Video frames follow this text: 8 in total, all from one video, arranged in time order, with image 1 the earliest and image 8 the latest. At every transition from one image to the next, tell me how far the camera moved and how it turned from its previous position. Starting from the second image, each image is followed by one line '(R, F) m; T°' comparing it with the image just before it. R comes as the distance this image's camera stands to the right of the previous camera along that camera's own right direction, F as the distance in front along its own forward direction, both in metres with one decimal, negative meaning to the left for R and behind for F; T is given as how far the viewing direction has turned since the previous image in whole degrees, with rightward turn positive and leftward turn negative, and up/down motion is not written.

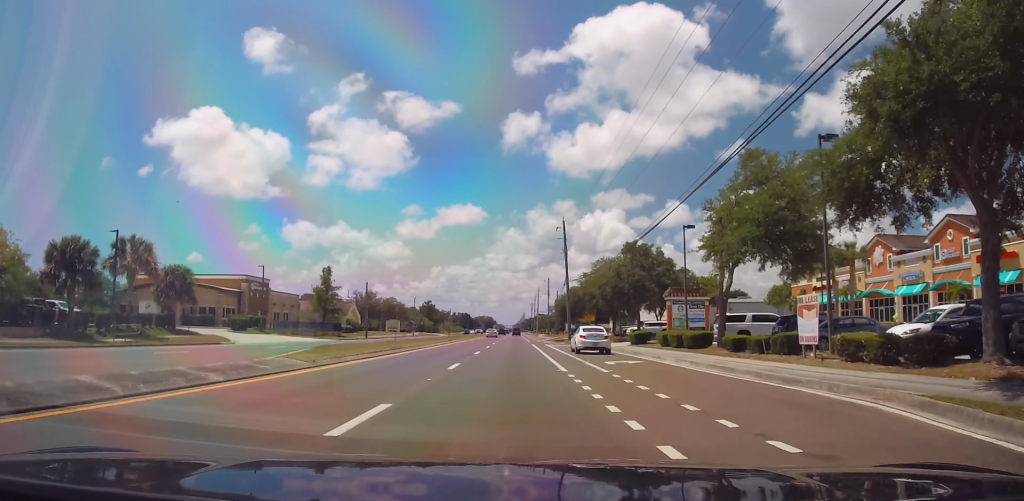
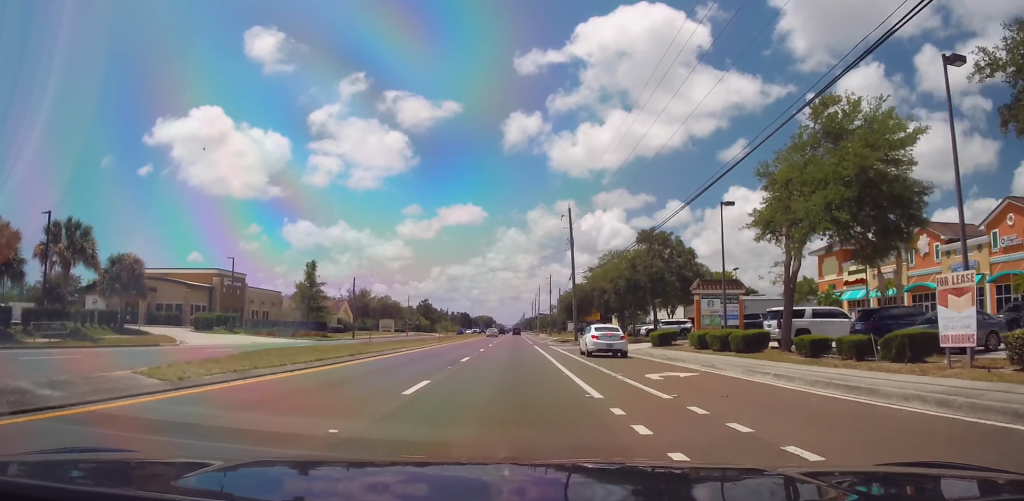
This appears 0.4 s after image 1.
(0.0, +7.6) m; 0°
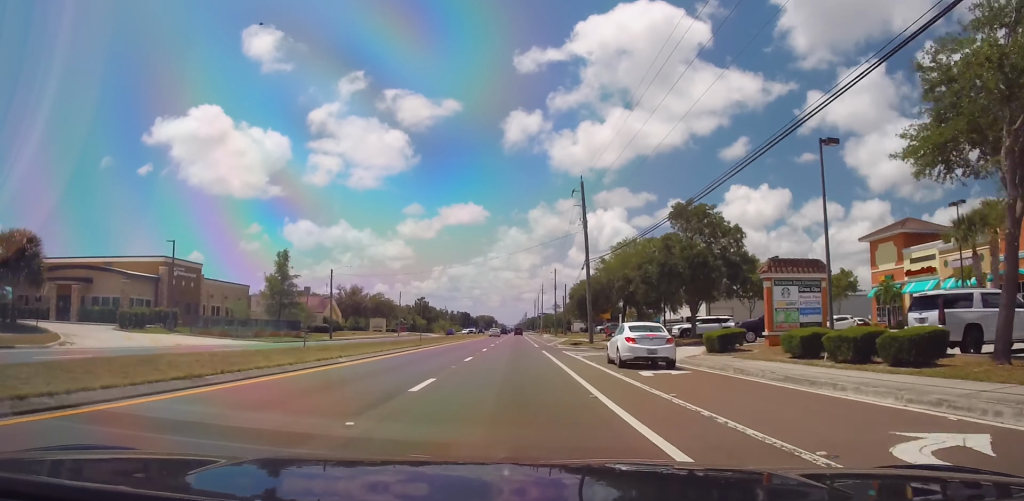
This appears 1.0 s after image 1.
(0.0, +11.5) m; 0°
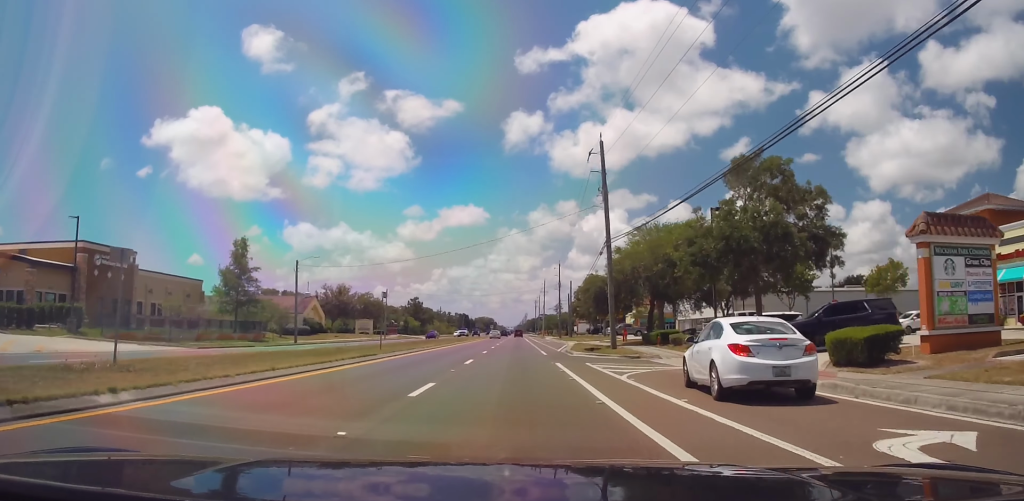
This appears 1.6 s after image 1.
(0.0, +12.4) m; 0°
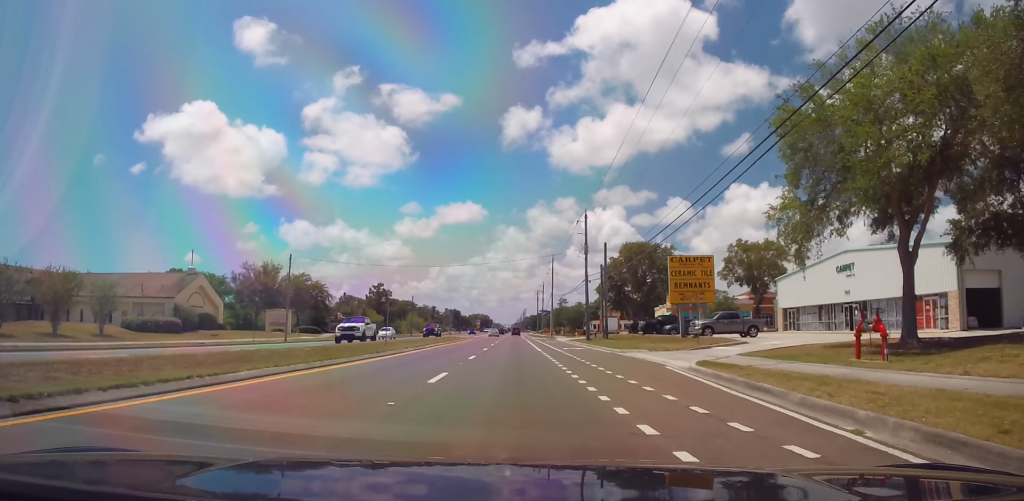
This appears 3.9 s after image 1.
(0.0, +45.7) m; 0°
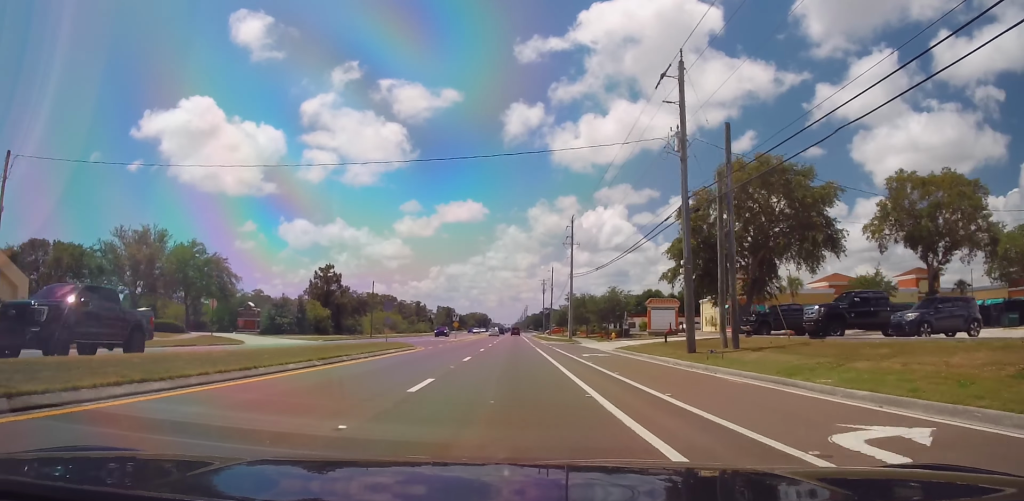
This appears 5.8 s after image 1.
(0.0, +38.7) m; 0°
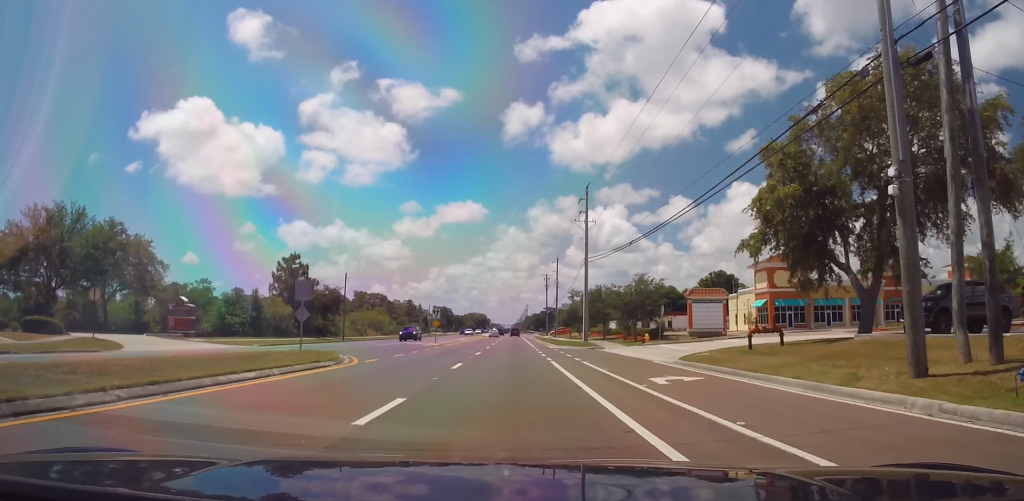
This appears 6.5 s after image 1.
(0.0, +16.2) m; 0°
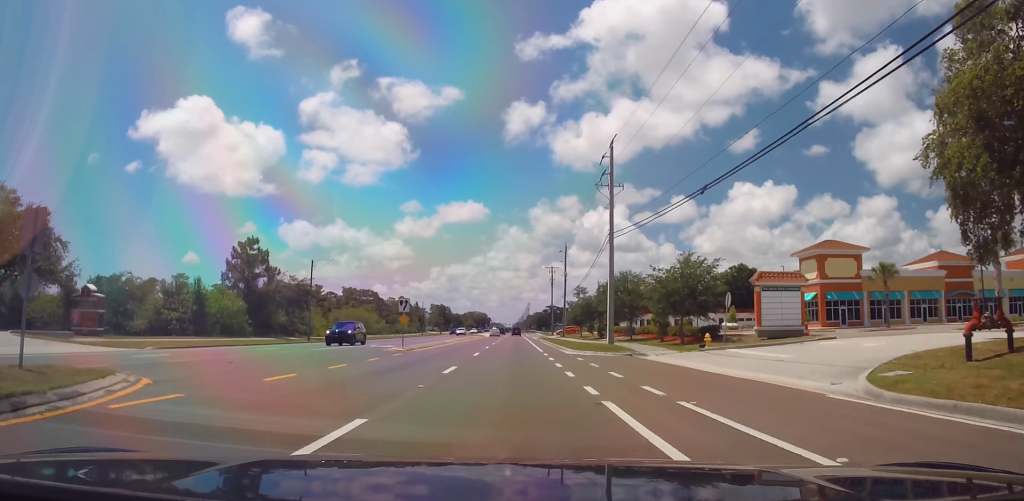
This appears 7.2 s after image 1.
(0.0, +14.9) m; 0°
